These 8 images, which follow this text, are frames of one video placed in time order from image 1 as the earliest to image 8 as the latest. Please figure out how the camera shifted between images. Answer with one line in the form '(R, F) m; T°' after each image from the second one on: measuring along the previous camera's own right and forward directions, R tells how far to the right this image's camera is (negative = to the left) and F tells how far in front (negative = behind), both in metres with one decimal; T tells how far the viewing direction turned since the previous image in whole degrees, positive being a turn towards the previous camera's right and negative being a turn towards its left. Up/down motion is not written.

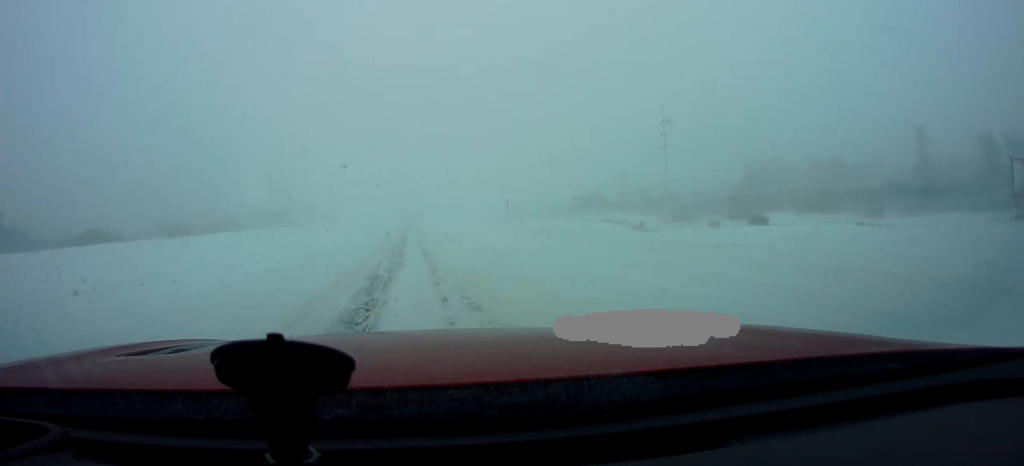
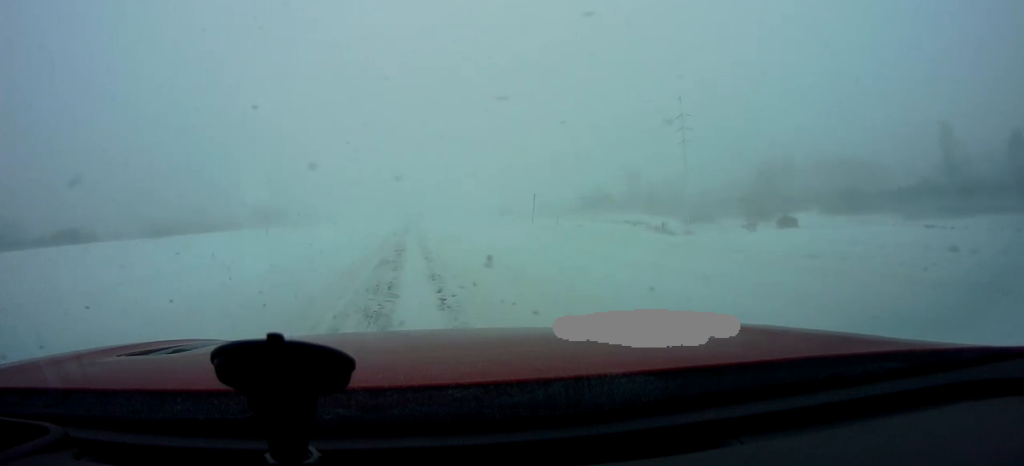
(+0.4, +8.0) m; -1°
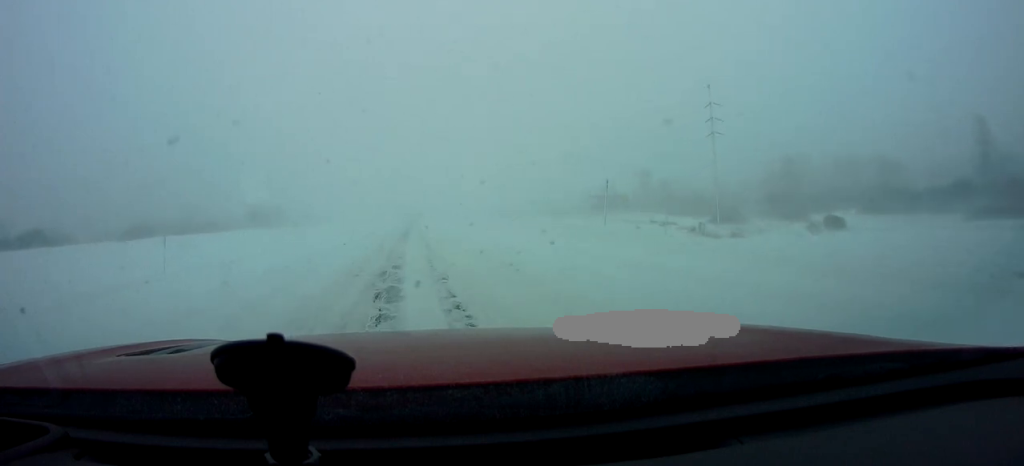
(-0.7, +11.0) m; -1°
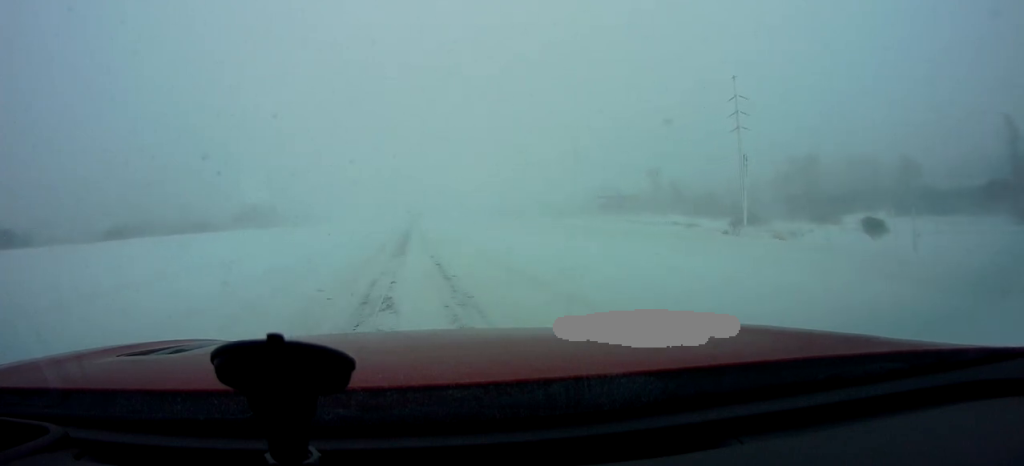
(+0.2, +8.4) m; +1°
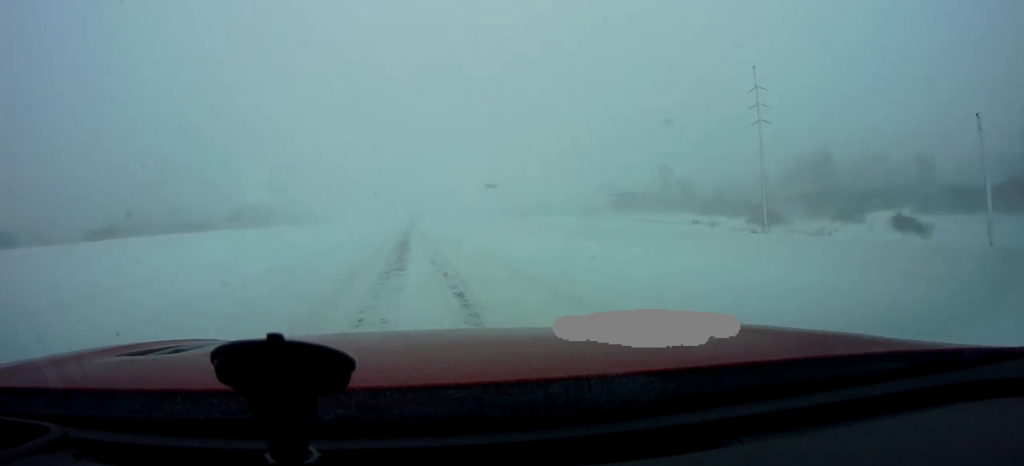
(+0.1, +5.8) m; +1°
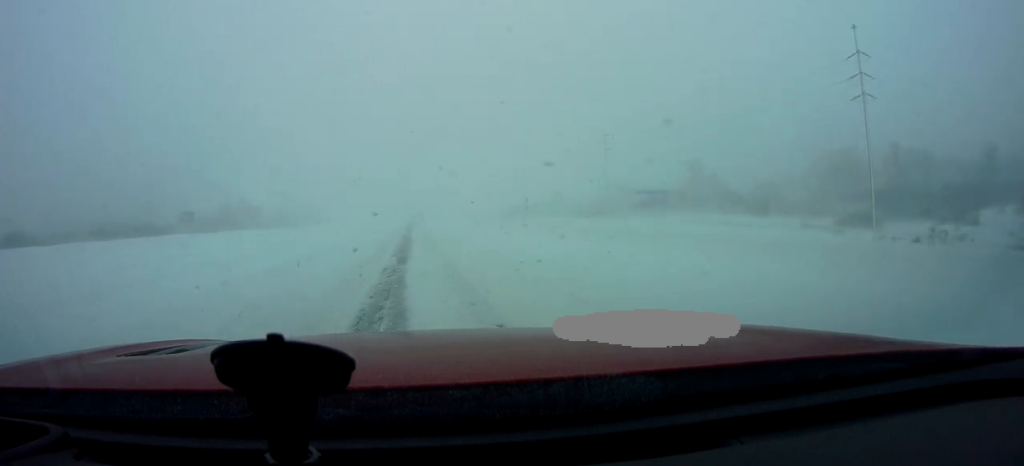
(+0.1, +24.3) m; 0°
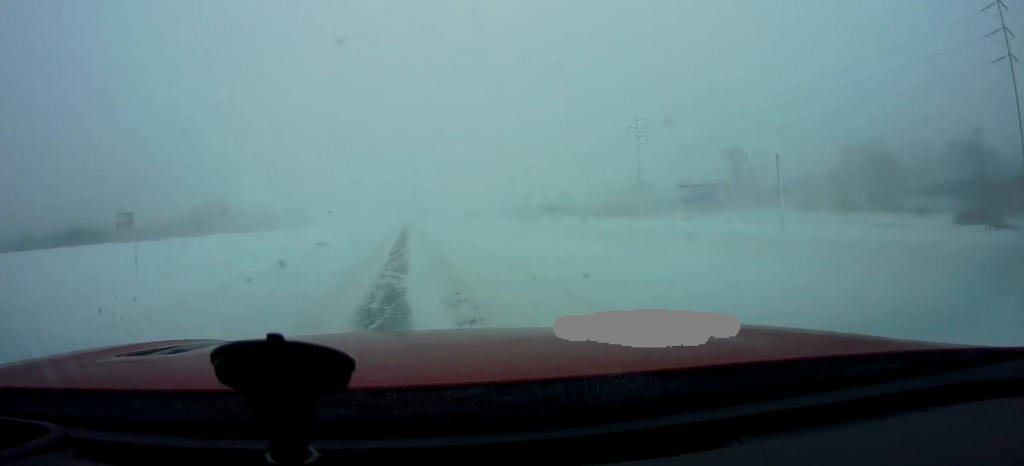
(+0.3, +23.3) m; +1°
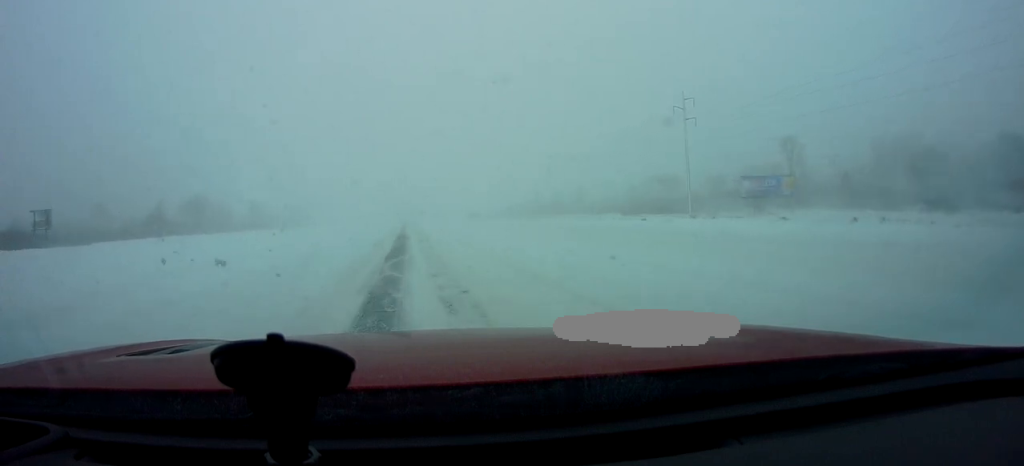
(-0.1, +21.6) m; 0°
